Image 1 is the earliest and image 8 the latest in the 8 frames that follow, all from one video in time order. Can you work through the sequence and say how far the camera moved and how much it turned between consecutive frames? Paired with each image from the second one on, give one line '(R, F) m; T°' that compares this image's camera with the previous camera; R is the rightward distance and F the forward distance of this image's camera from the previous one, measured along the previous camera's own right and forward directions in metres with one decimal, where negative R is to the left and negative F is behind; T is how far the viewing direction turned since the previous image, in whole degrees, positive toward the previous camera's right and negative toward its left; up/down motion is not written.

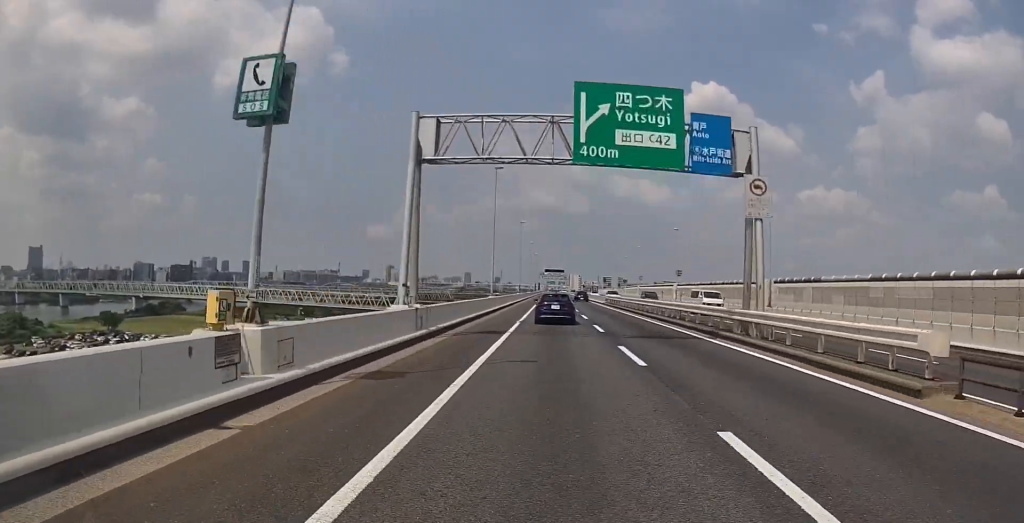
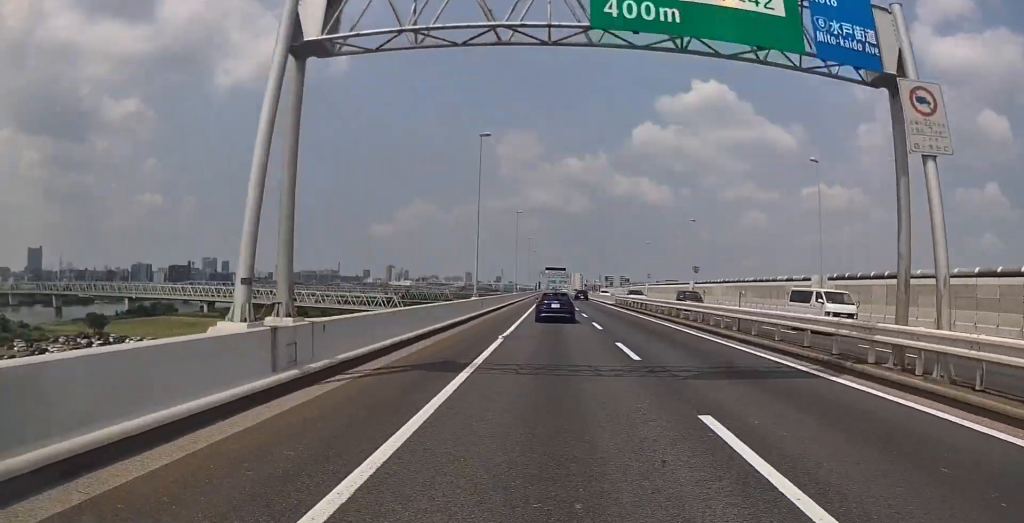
(-0.3, +9.7) m; 0°
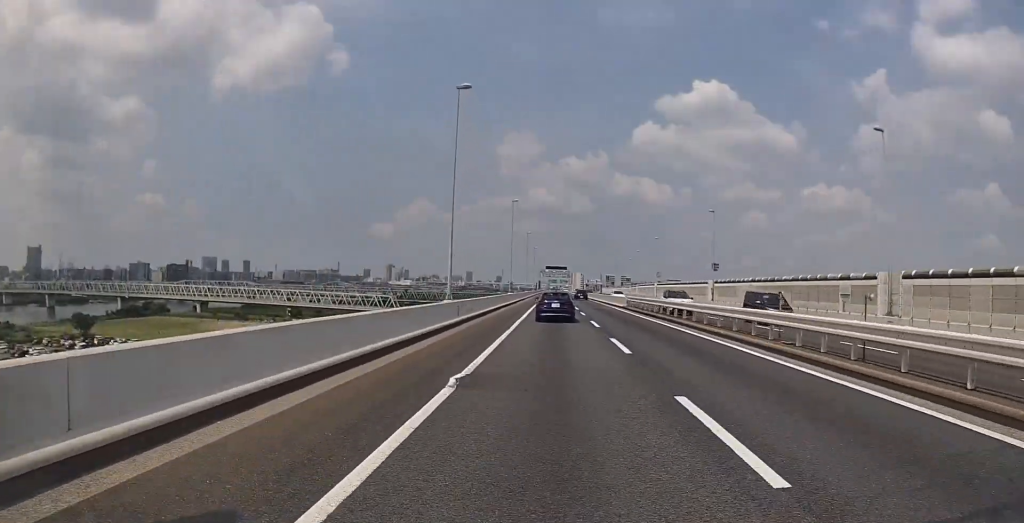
(-0.1, +8.4) m; 0°
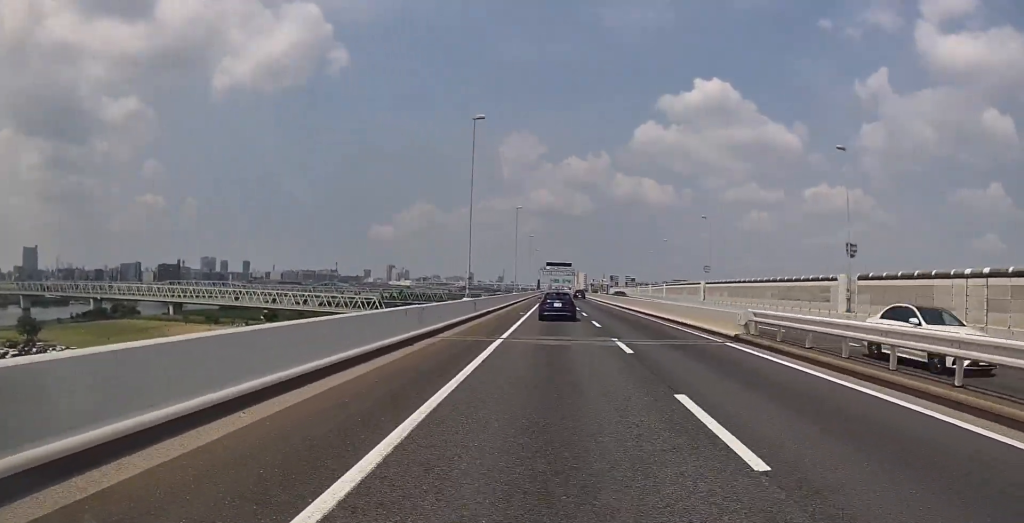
(-0.6, +30.3) m; -2°
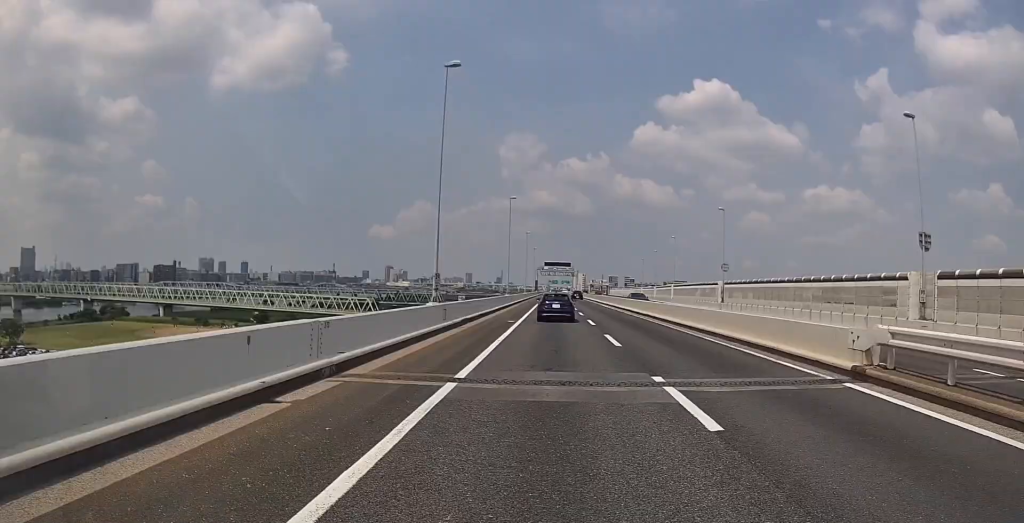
(-0.2, +7.7) m; 0°
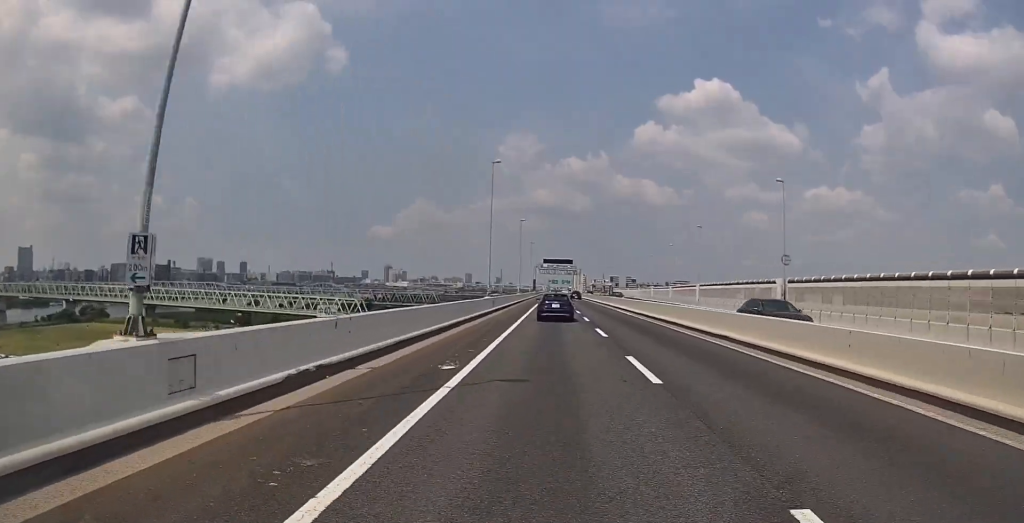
(+0.9, +16.7) m; +2°
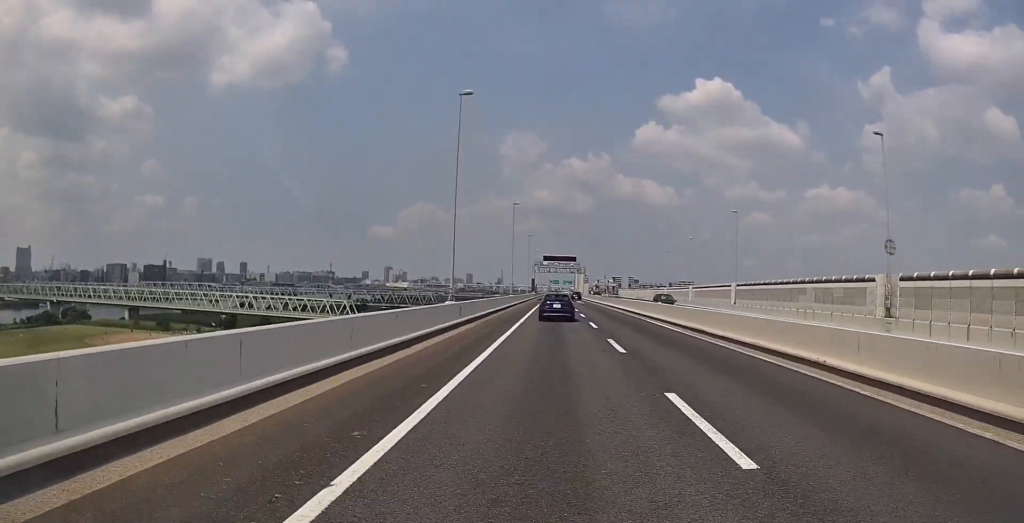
(-0.1, +14.9) m; 0°
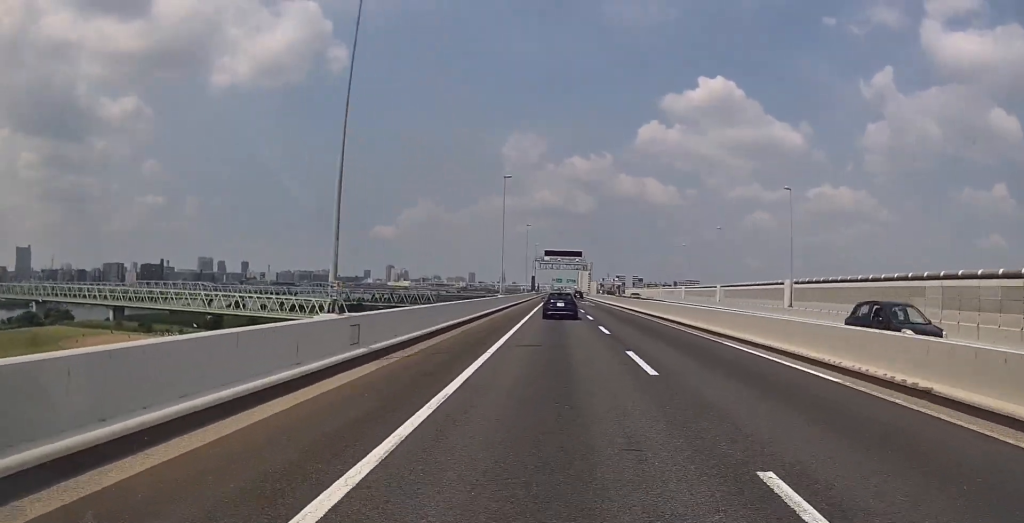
(0.0, +14.2) m; 0°
